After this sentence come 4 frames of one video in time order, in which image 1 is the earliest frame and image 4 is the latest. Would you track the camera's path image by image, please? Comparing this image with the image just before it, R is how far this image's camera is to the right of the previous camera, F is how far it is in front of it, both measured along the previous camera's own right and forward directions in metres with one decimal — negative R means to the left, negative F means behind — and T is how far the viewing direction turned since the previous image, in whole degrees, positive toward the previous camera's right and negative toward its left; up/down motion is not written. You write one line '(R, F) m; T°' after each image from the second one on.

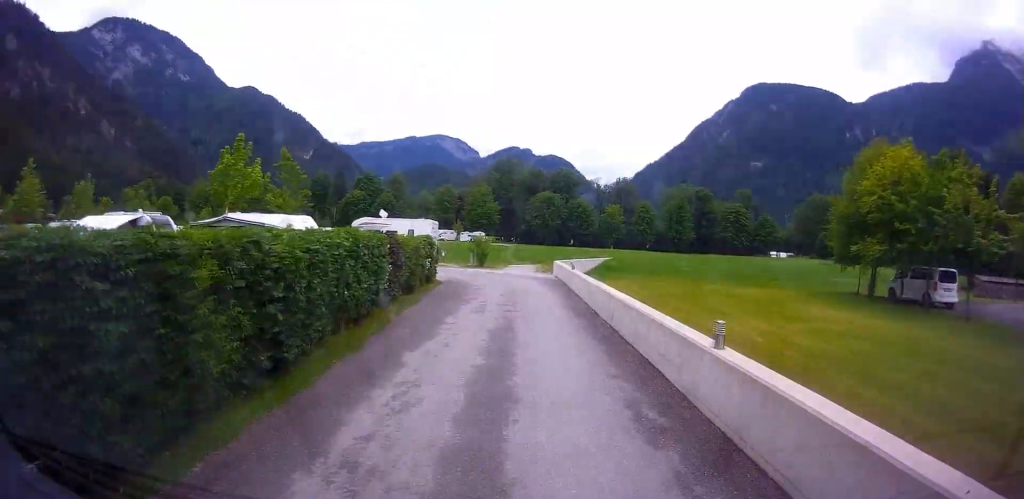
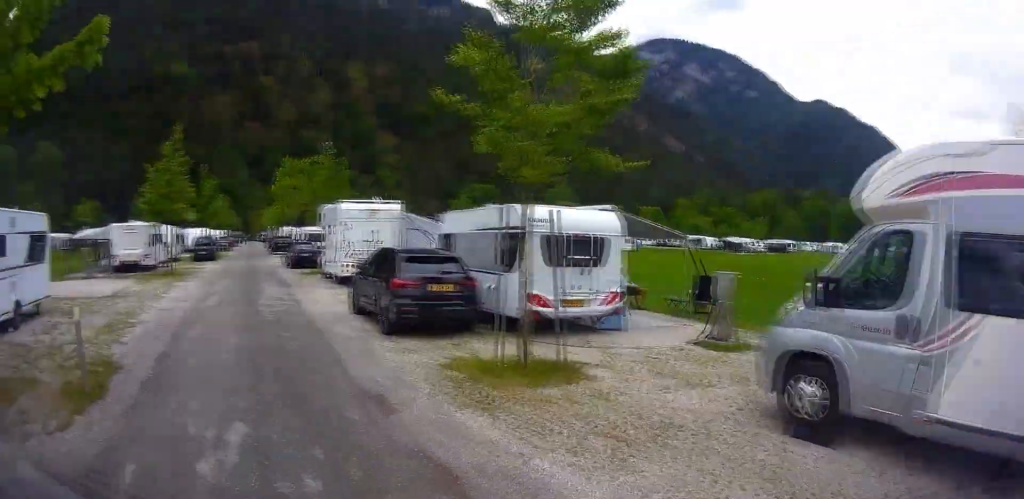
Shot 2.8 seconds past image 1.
(-0.4, +29.2) m; -42°
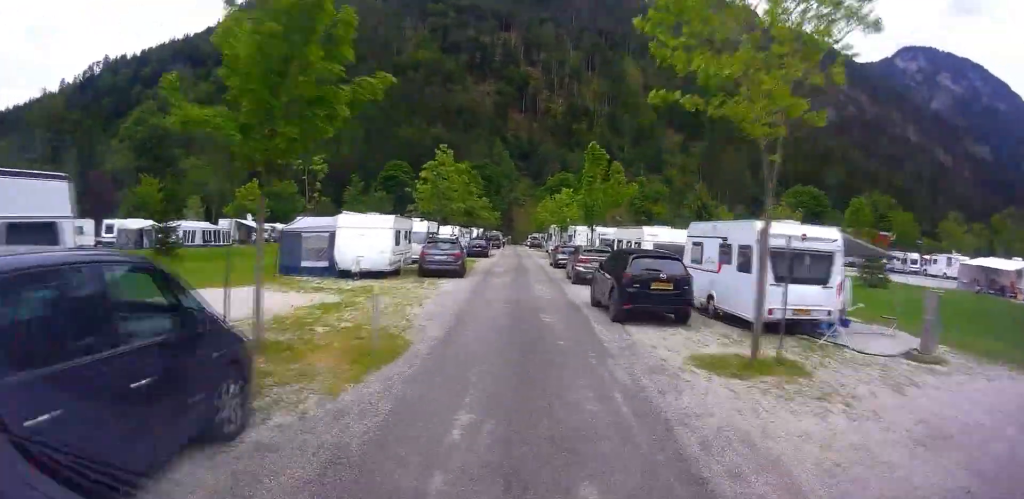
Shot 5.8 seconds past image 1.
(-23.2, +26.0) m; -62°
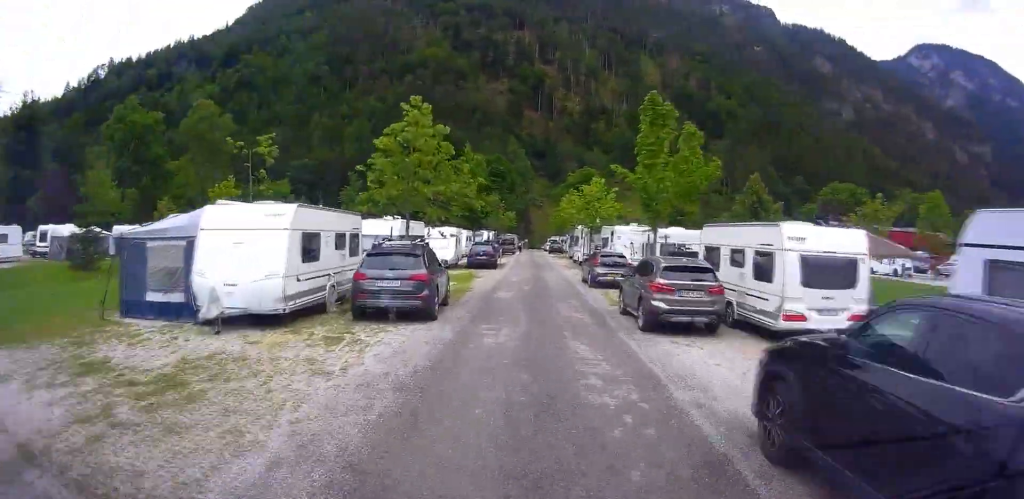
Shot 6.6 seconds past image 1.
(-1.7, +9.2) m; +4°
